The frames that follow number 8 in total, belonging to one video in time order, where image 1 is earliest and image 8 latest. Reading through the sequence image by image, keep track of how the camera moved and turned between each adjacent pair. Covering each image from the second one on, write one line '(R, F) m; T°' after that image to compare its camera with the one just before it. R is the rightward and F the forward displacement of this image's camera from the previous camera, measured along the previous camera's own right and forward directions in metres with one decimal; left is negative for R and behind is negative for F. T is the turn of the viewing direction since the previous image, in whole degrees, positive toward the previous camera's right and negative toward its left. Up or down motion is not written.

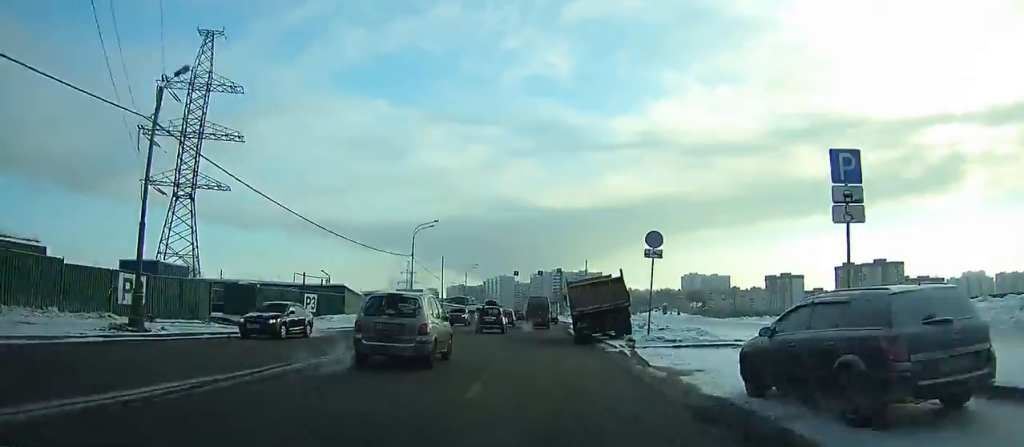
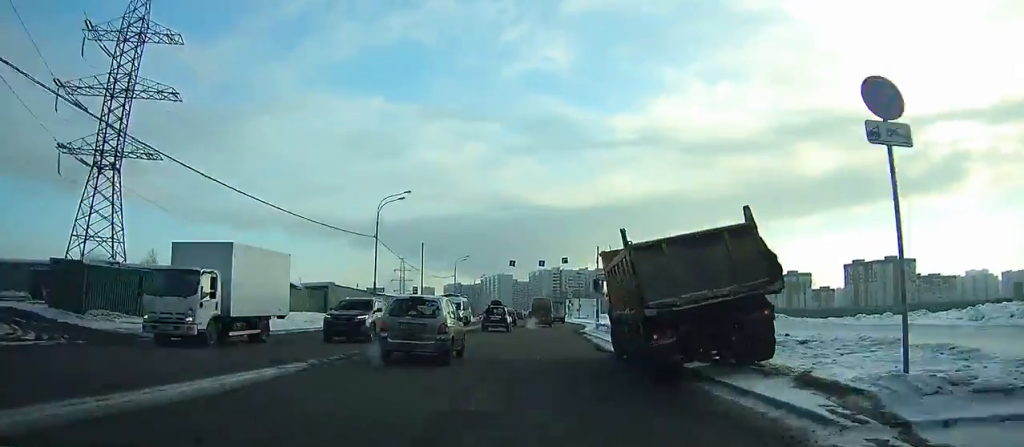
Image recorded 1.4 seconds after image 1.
(+0.1, +15.7) m; +1°
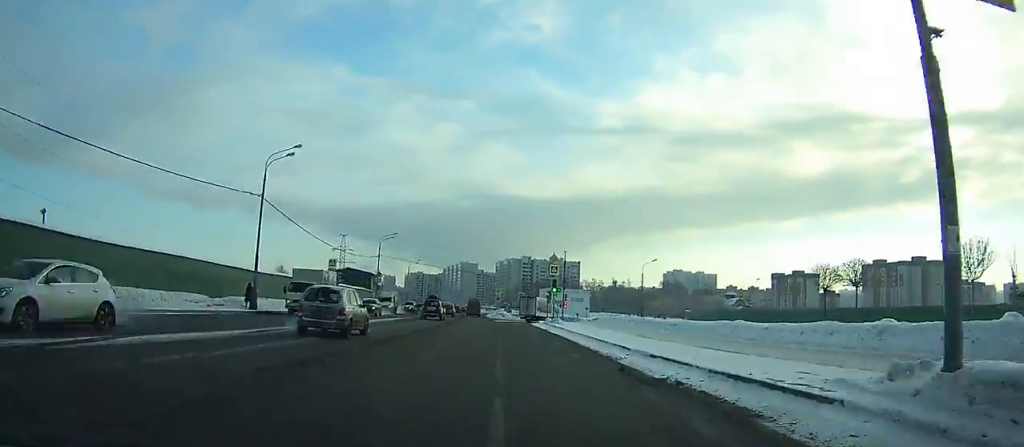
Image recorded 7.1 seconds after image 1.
(+1.3, +60.2) m; 0°
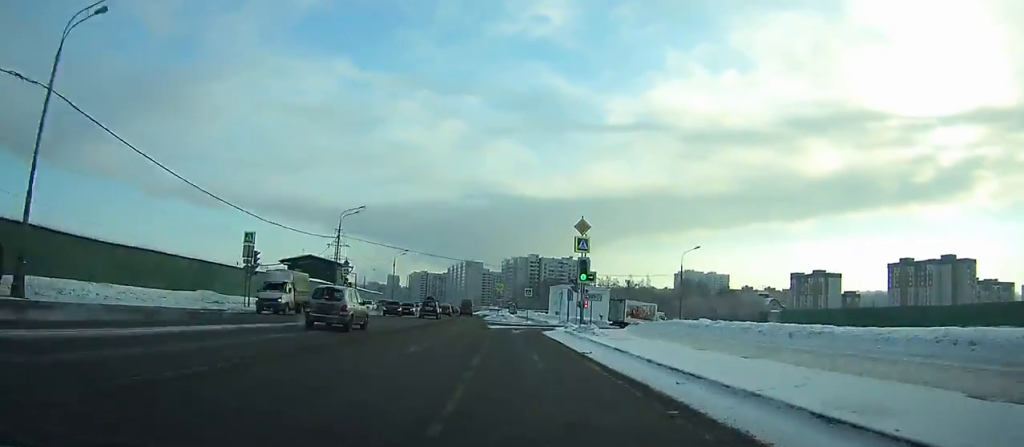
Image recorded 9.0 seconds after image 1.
(-0.2, +17.8) m; 0°
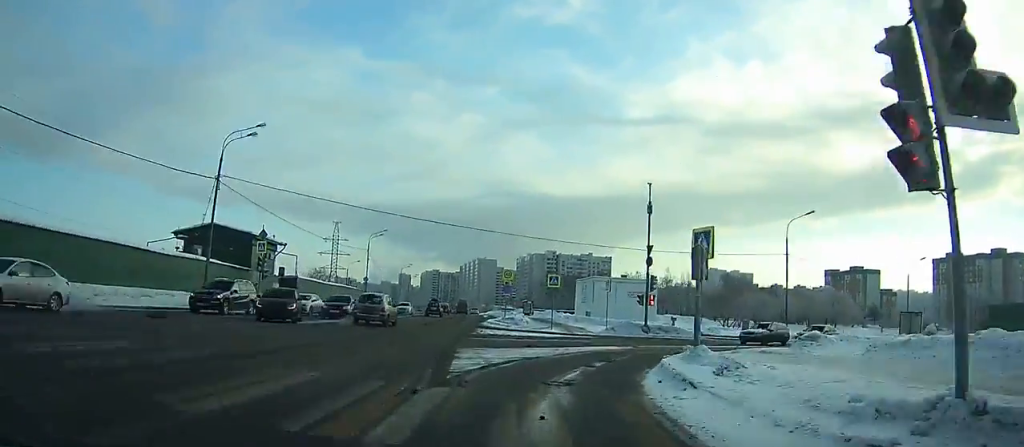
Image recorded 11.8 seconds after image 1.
(-0.3, +23.2) m; +7°
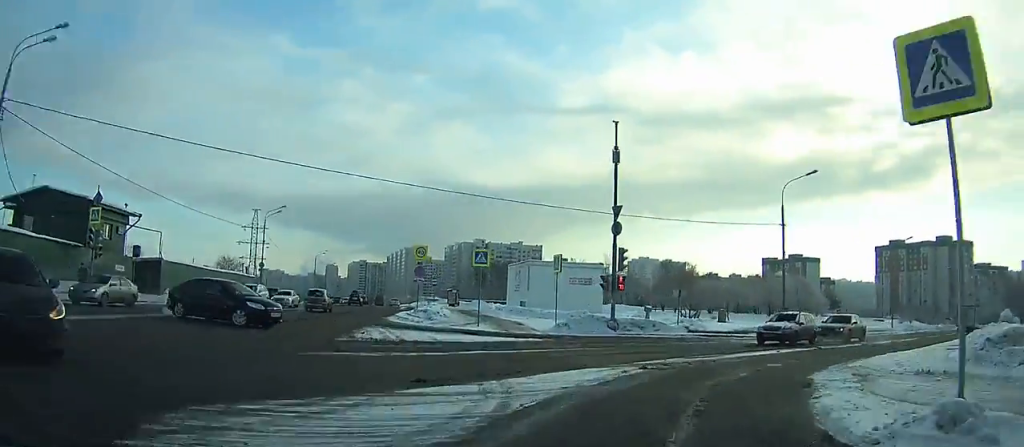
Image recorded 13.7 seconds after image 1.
(+0.6, +14.0) m; +18°
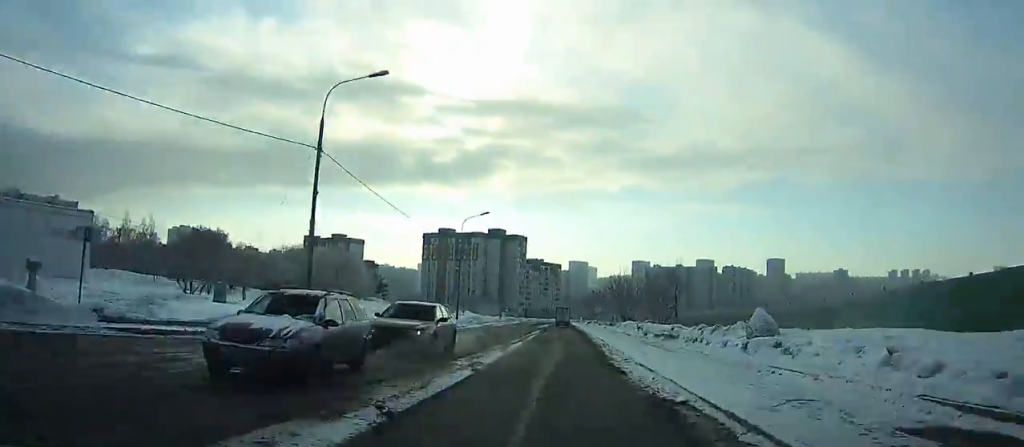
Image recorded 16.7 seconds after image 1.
(+6.8, +21.0) m; +23°
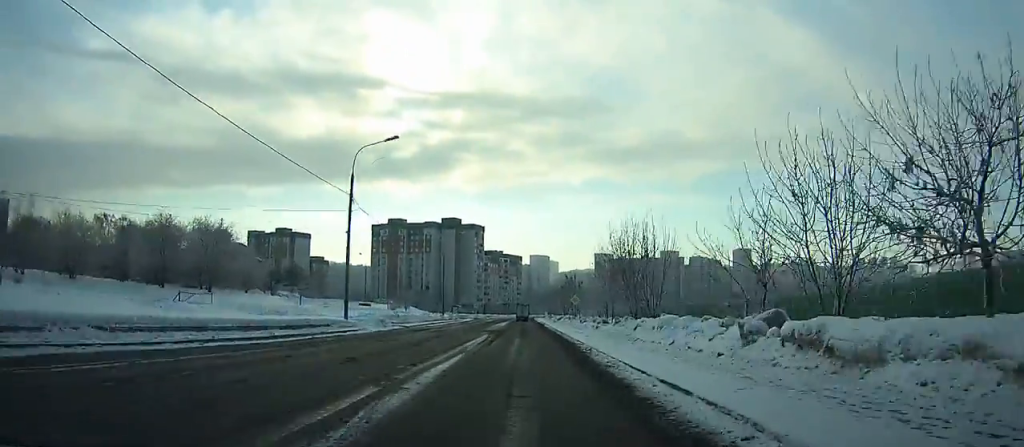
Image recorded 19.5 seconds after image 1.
(+2.3, +25.2) m; +5°
